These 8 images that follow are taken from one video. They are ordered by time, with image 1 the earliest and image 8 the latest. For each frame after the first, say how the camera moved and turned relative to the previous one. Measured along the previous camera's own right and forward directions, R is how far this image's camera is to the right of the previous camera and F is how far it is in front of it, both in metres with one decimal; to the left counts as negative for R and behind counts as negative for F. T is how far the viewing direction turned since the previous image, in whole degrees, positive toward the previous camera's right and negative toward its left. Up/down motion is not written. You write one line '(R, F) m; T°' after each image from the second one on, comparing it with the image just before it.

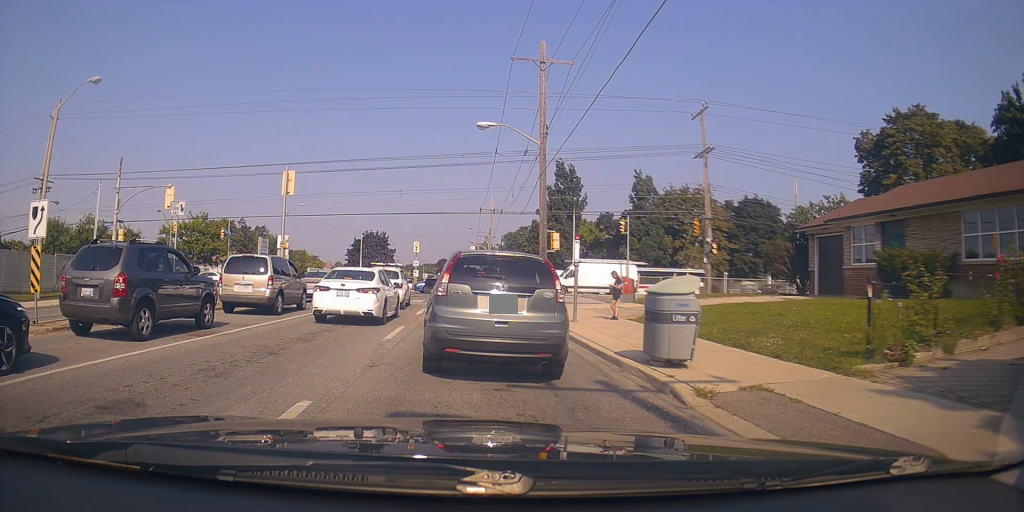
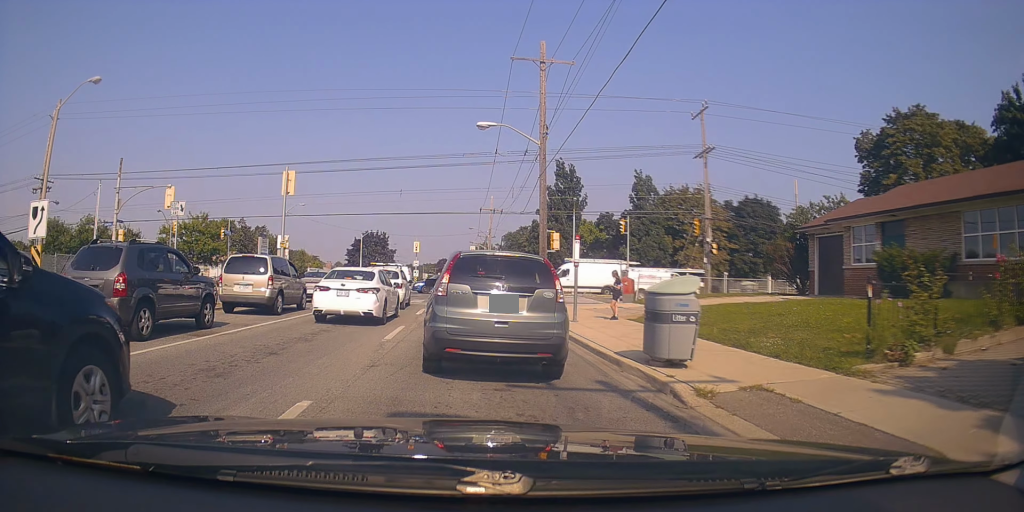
(0.0, 0.0) m; 0°
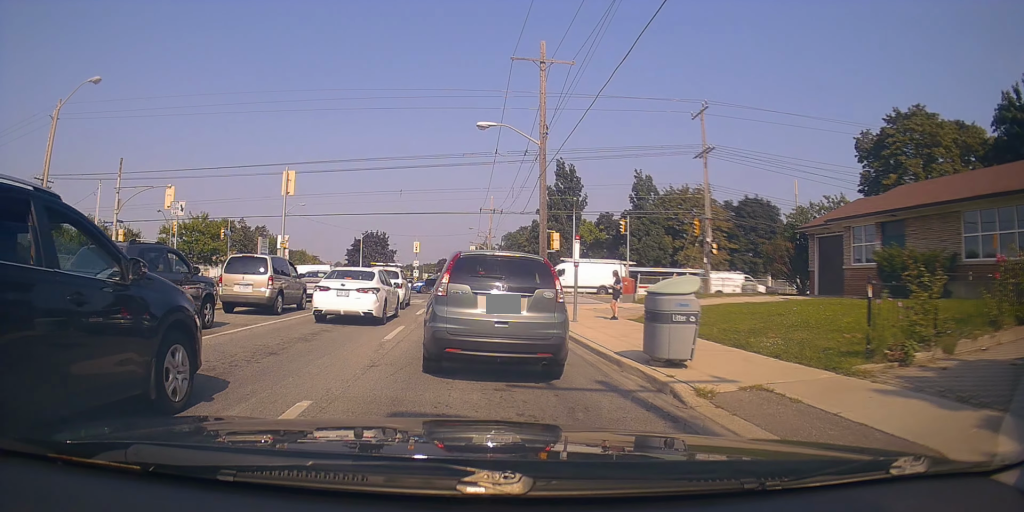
(0.0, 0.0) m; 0°
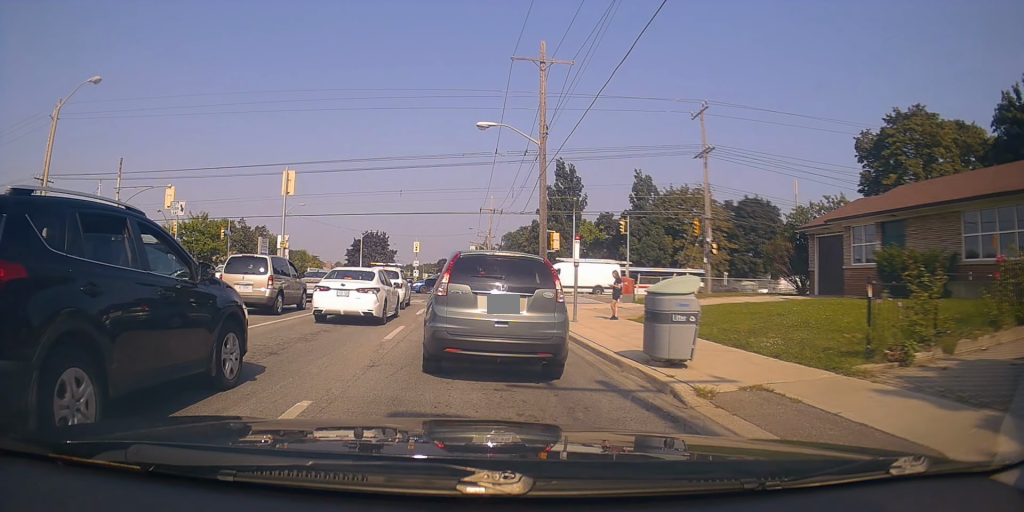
(0.0, 0.0) m; 0°
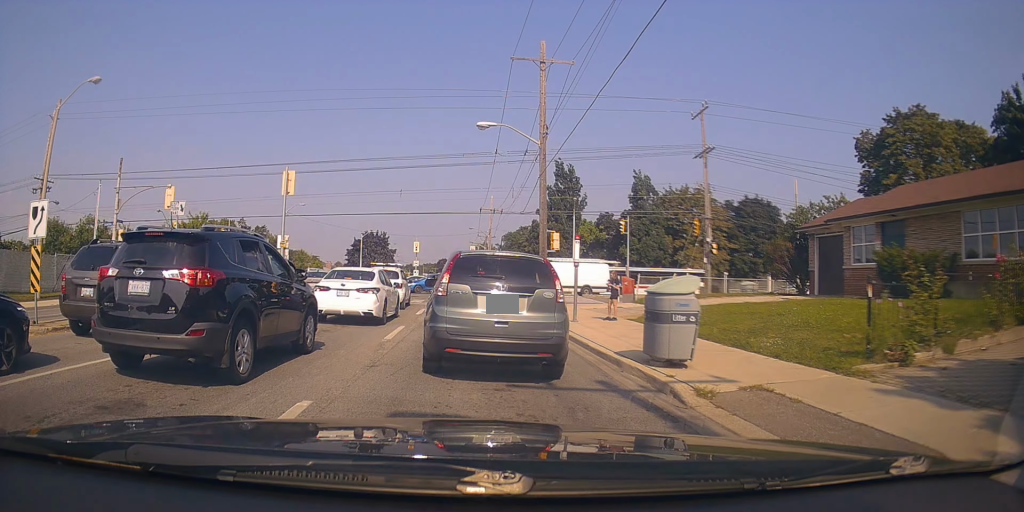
(0.0, 0.0) m; 0°
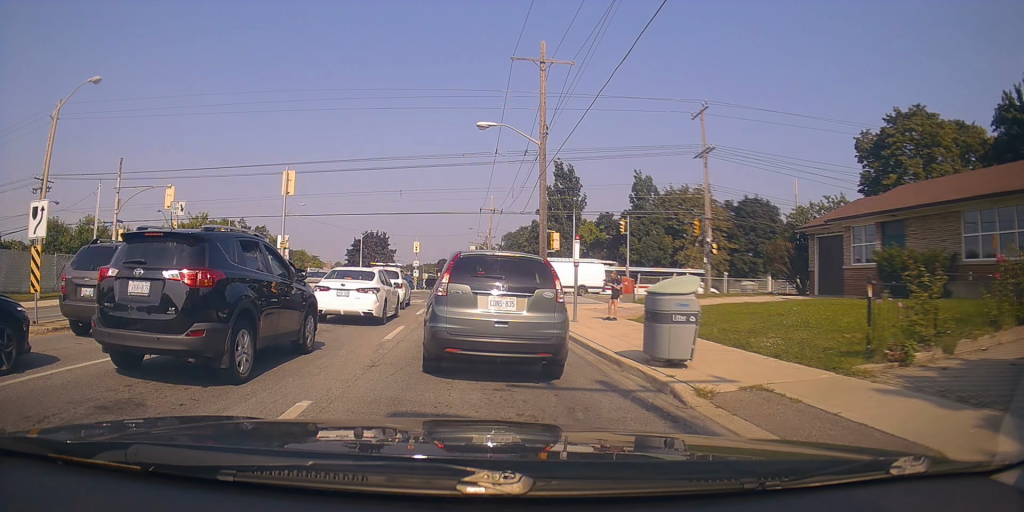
(0.0, 0.0) m; 0°
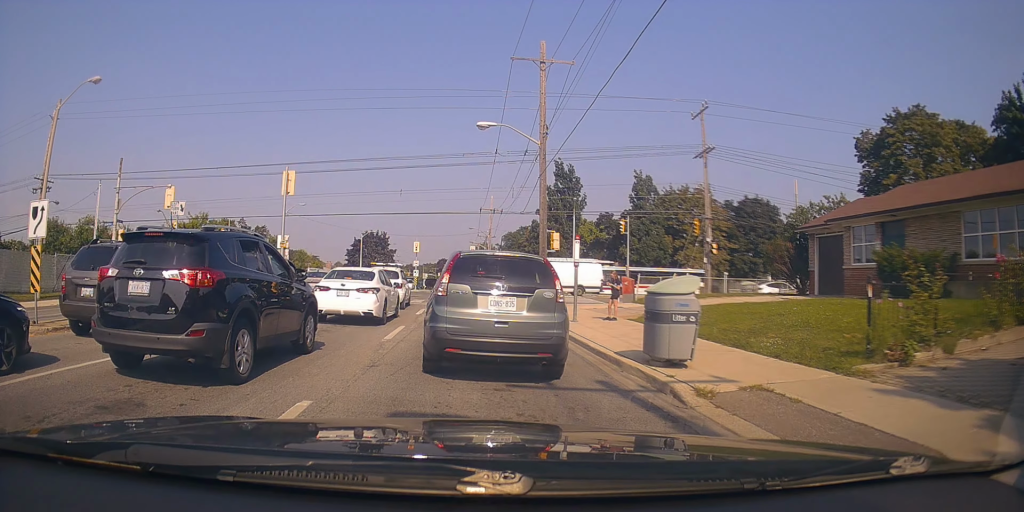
(0.0, 0.0) m; 0°
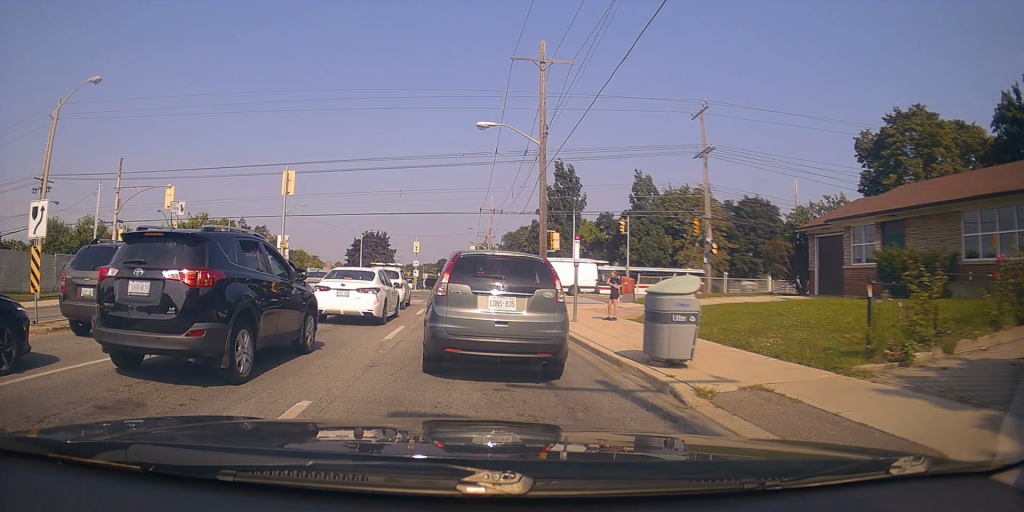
(0.0, 0.0) m; 0°
